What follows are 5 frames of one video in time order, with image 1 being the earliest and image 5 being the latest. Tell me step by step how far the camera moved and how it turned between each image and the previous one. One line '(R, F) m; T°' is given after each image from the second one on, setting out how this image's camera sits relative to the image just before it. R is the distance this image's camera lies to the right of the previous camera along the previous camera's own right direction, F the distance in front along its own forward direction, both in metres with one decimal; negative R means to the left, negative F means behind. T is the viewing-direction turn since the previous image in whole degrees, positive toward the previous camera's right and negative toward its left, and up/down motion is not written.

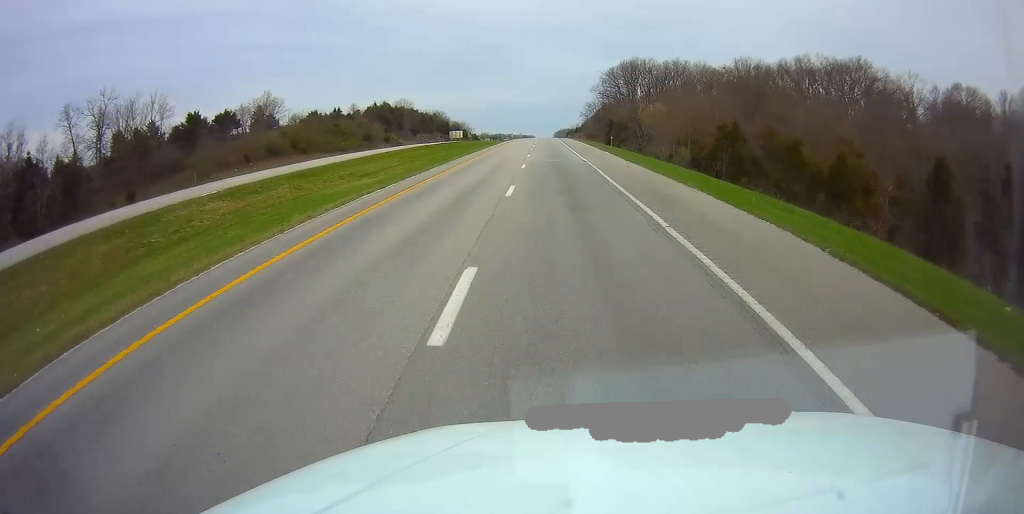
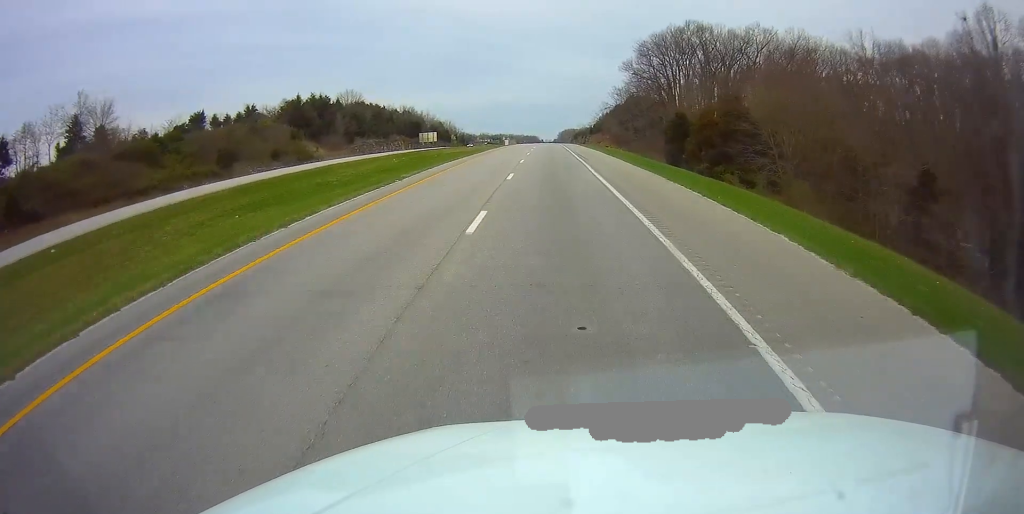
(0.0, +67.4) m; -1°
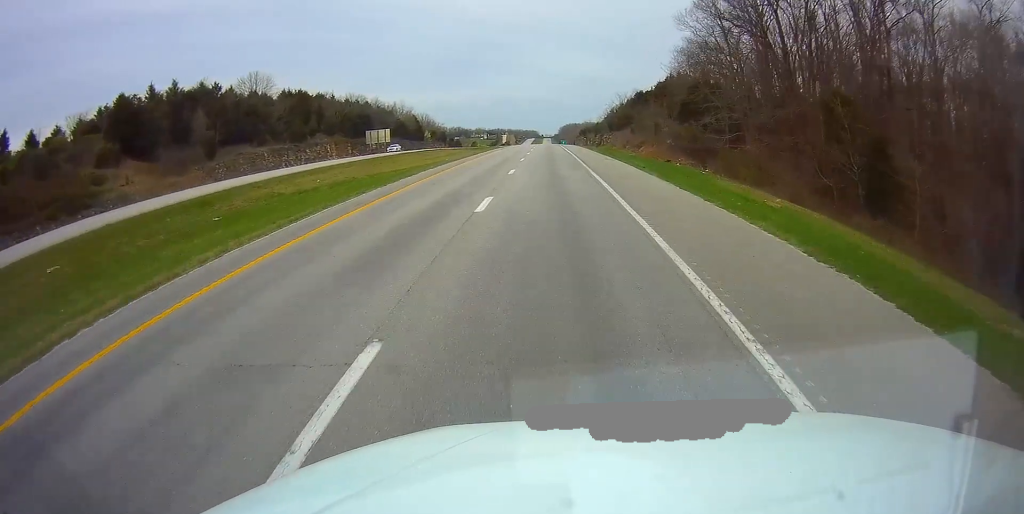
(-0.5, +58.0) m; 0°
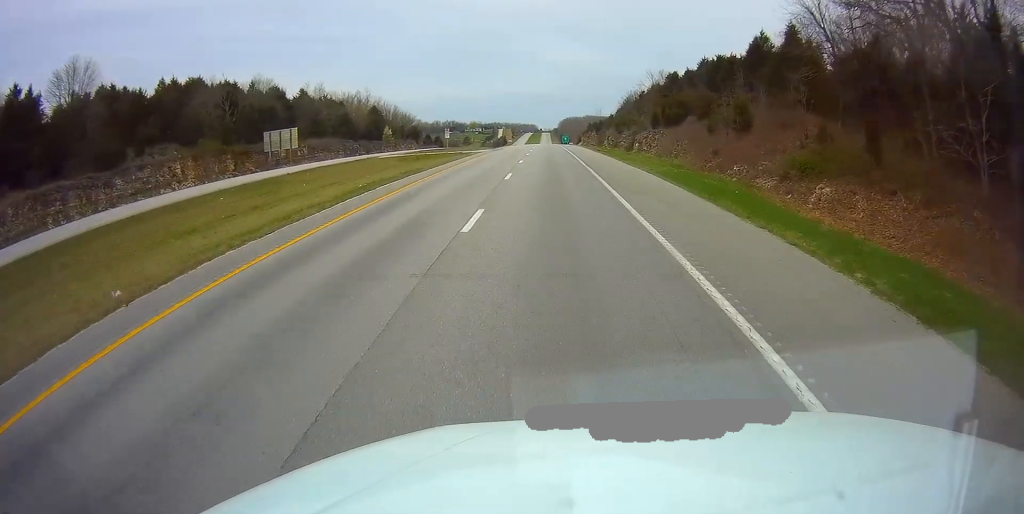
(+0.2, +52.1) m; -1°
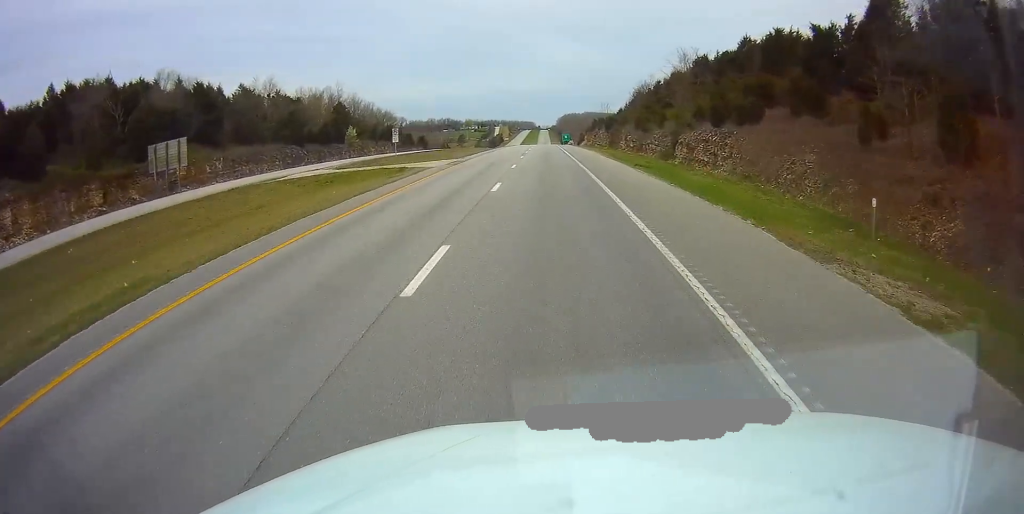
(-0.2, +29.0) m; 0°
